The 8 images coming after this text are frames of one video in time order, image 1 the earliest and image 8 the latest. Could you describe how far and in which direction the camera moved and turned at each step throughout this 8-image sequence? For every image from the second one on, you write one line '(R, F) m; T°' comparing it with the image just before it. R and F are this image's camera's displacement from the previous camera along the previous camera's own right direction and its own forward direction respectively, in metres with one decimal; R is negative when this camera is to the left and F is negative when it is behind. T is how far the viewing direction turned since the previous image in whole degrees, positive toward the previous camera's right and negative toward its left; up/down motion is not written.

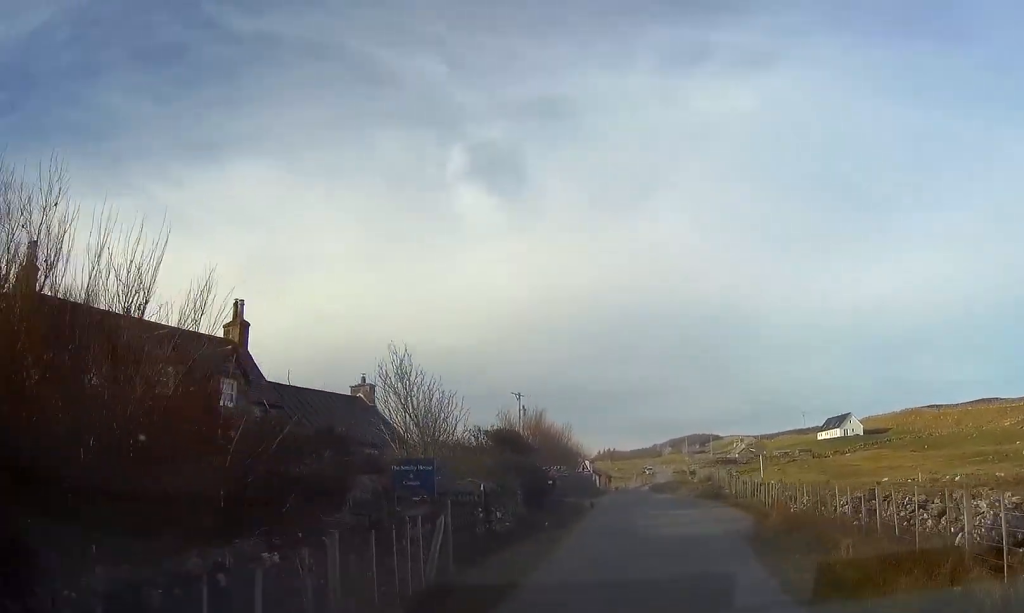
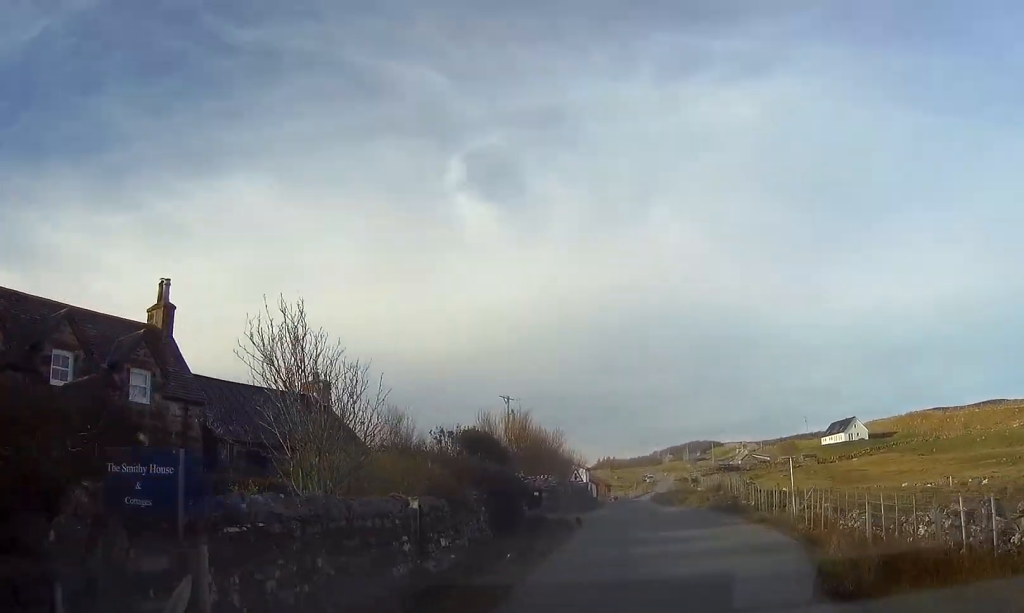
(+0.1, +5.4) m; 0°
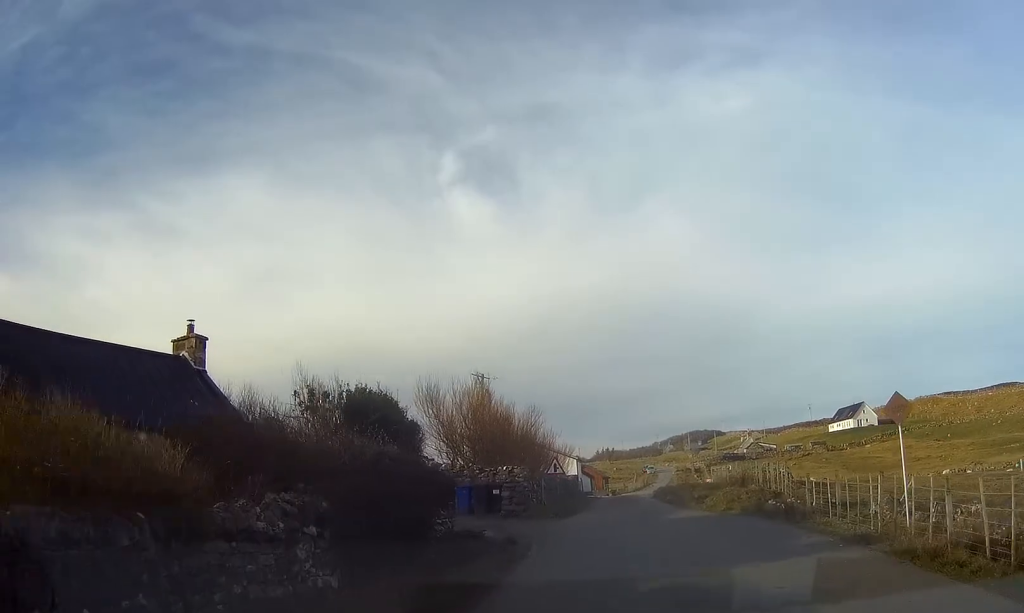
(0.0, +10.6) m; -2°
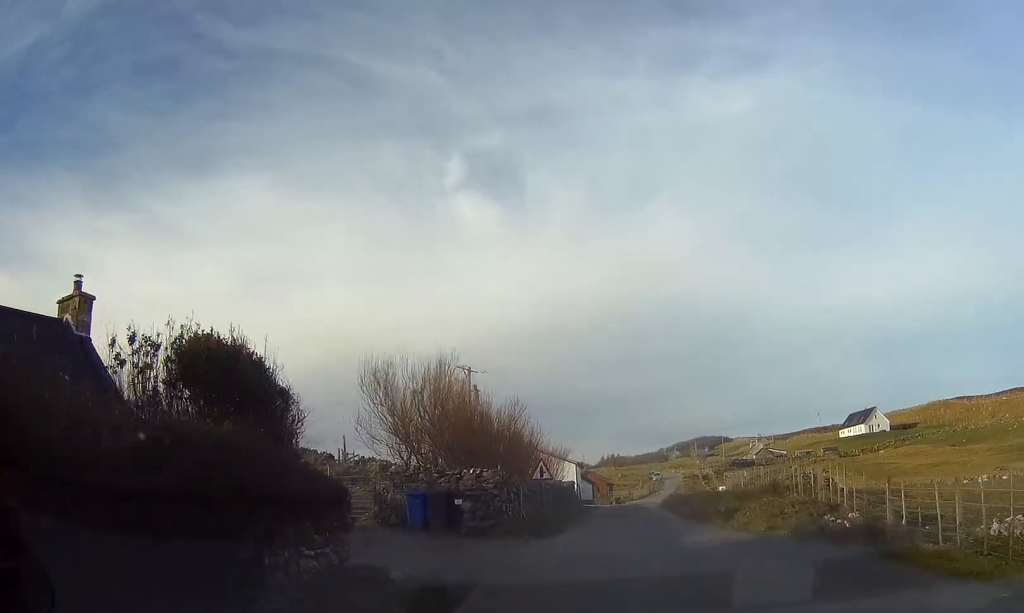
(-0.1, +6.6) m; -1°
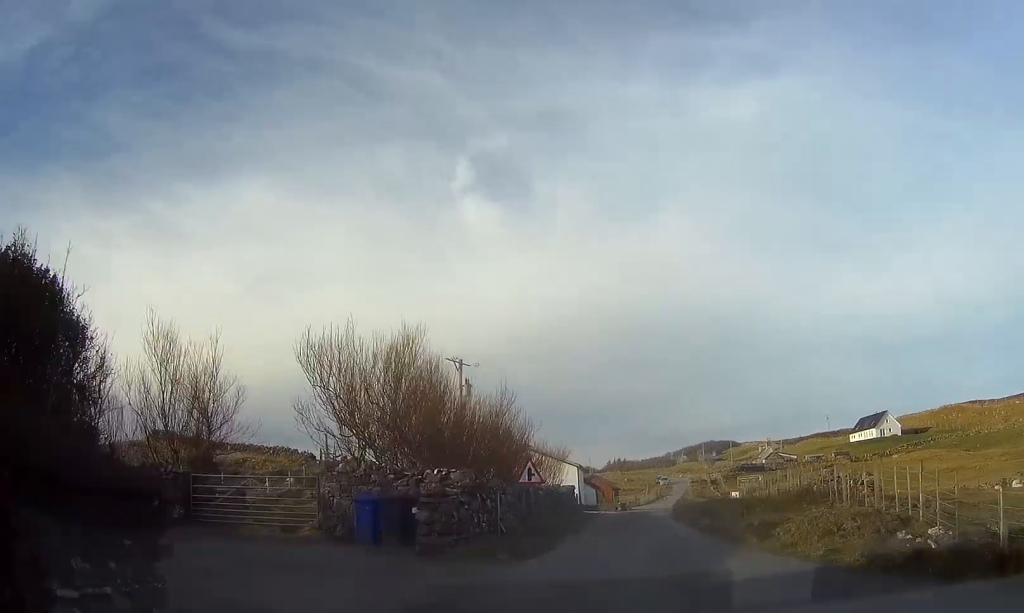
(-0.1, +4.6) m; -1°
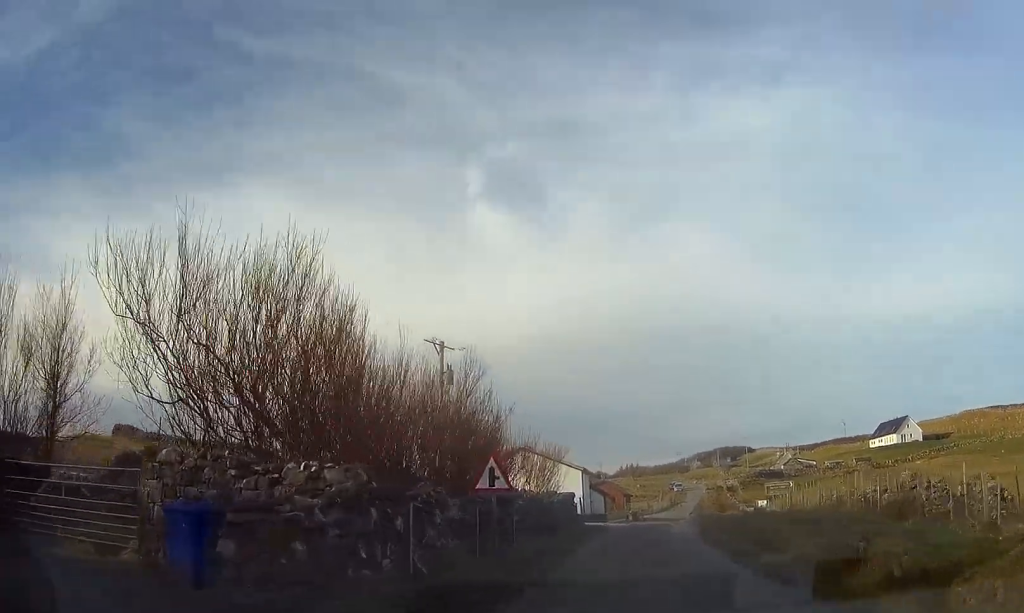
(-0.1, +7.8) m; -1°
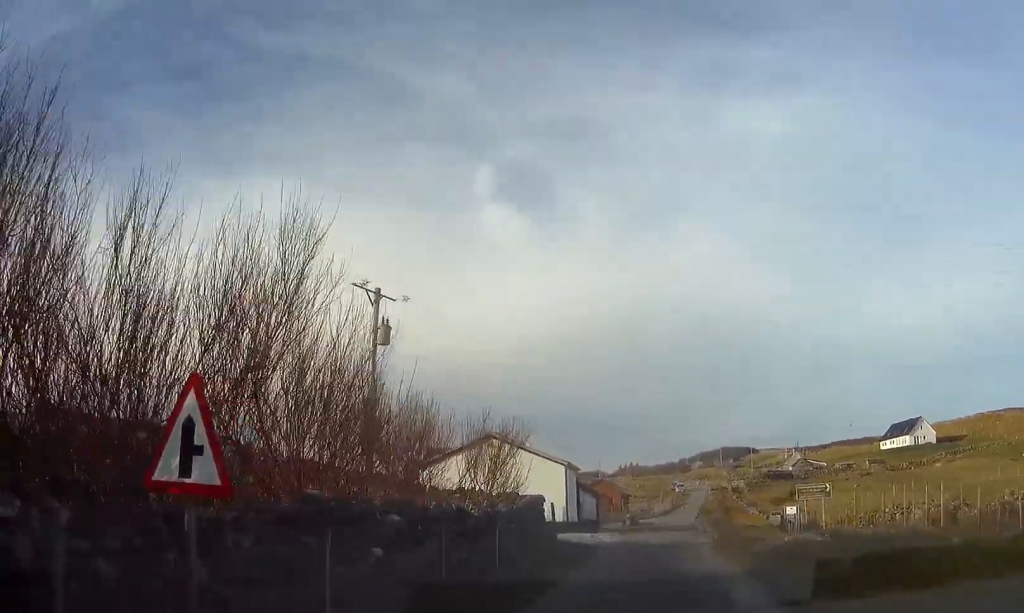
(-0.1, +10.7) m; 0°
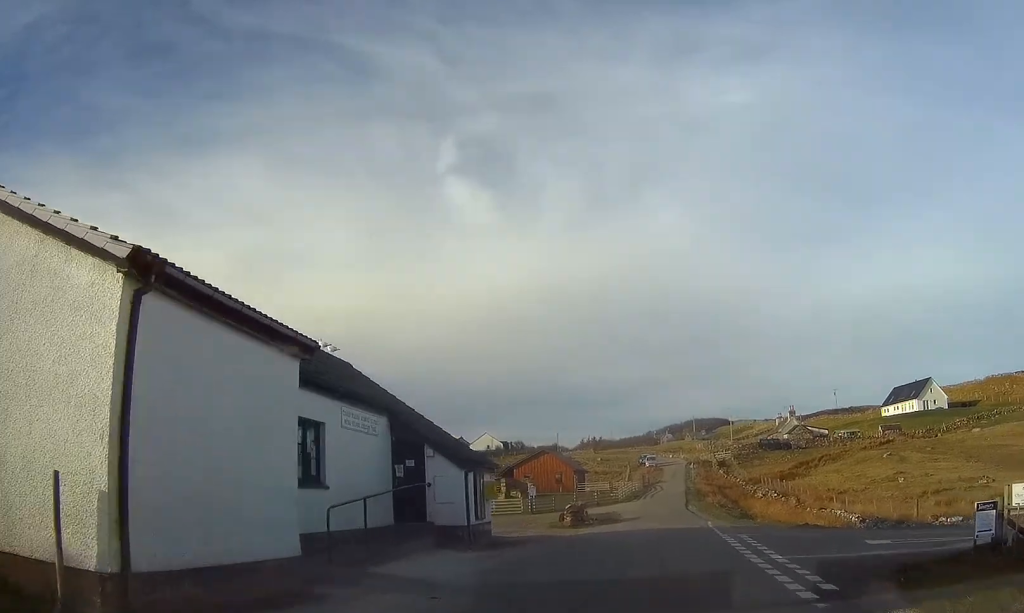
(+0.9, +30.7) m; +4°
